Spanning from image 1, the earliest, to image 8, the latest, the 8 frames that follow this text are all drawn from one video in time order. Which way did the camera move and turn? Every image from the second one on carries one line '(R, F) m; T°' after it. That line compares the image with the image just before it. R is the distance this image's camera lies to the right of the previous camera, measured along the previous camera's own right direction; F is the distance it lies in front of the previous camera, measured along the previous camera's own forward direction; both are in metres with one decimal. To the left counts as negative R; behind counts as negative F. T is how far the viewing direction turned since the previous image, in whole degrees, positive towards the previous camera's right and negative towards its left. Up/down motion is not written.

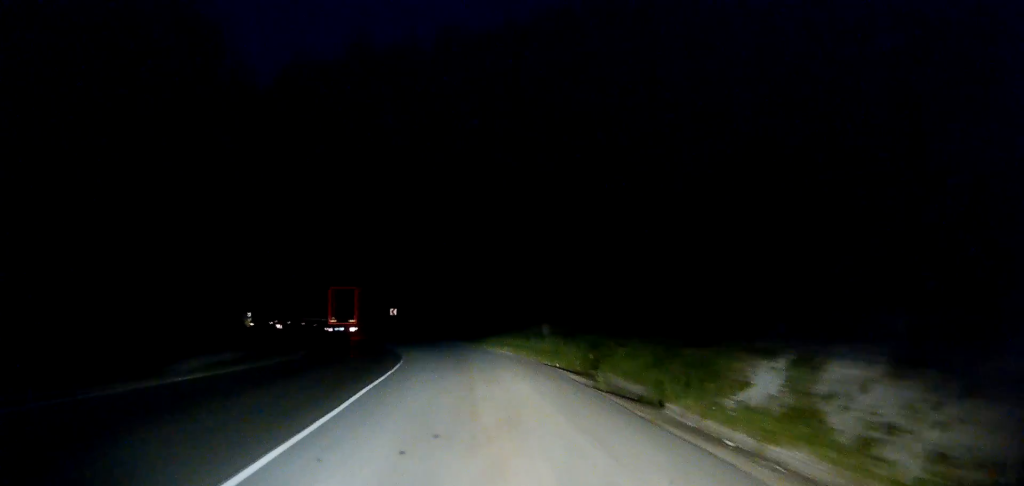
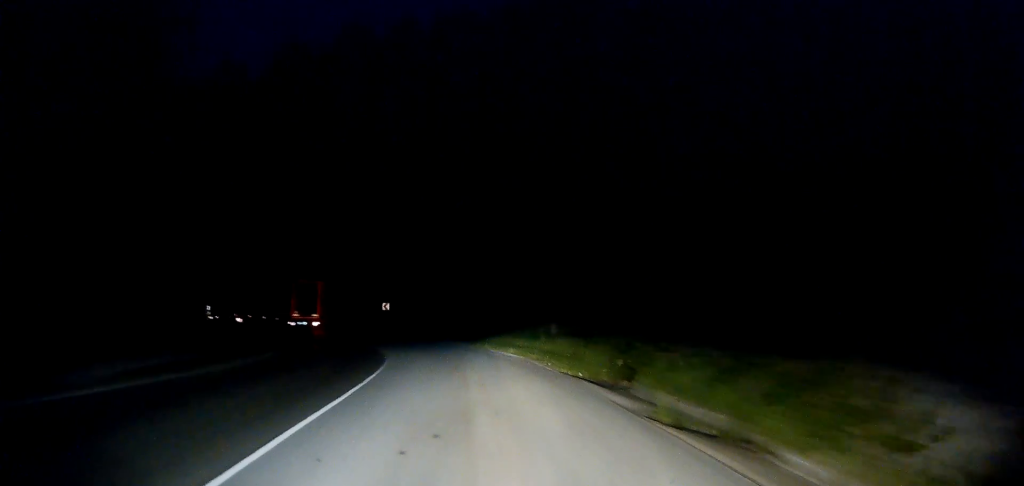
(0.0, +5.6) m; -1°
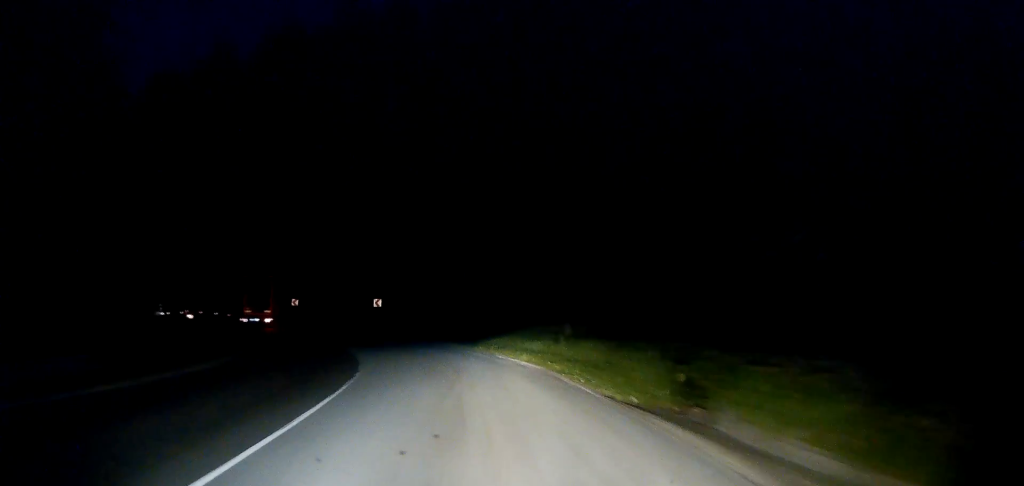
(0.0, +6.6) m; -1°
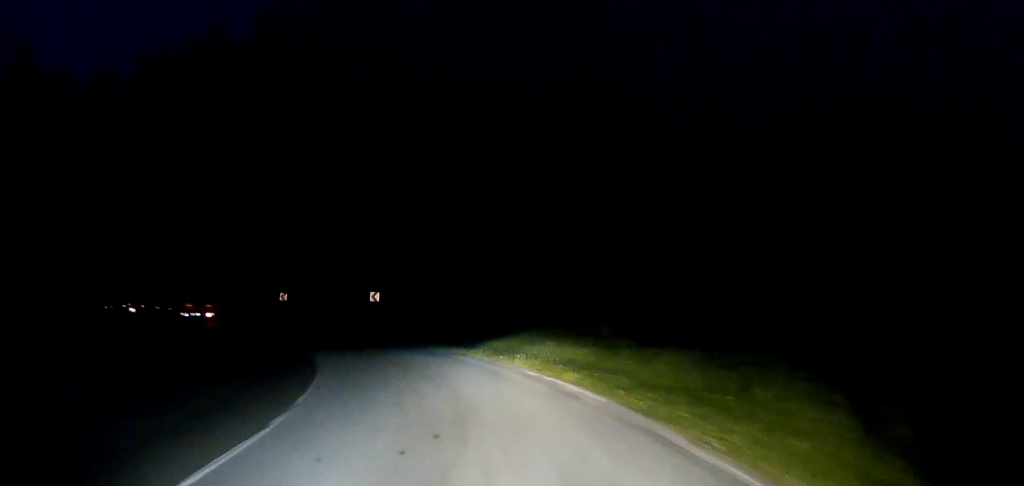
(0.0, +8.4) m; -3°
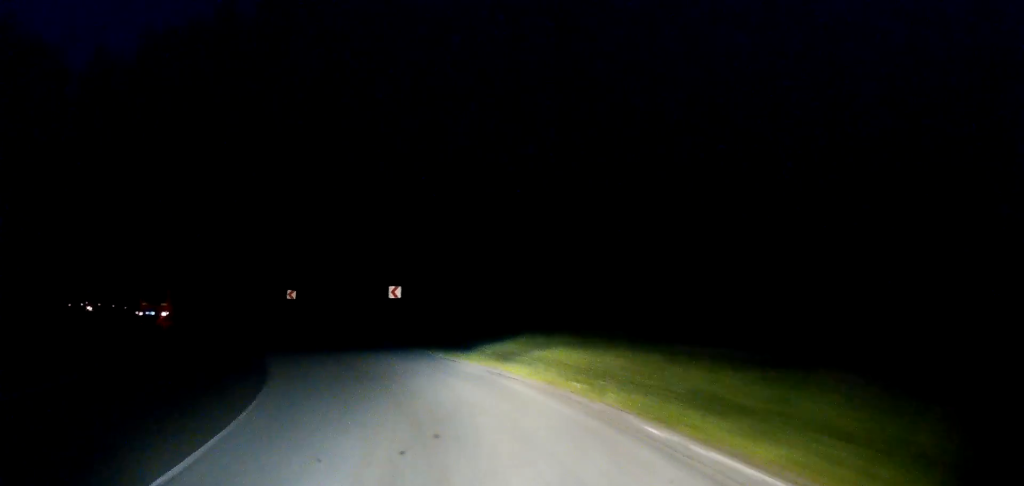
(-0.2, +9.0) m; -5°
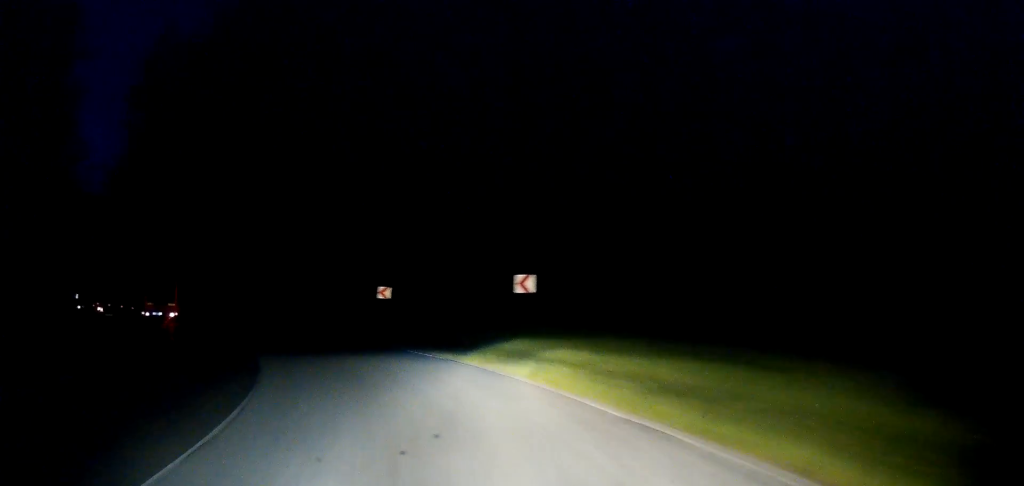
(-0.9, +11.6) m; -8°
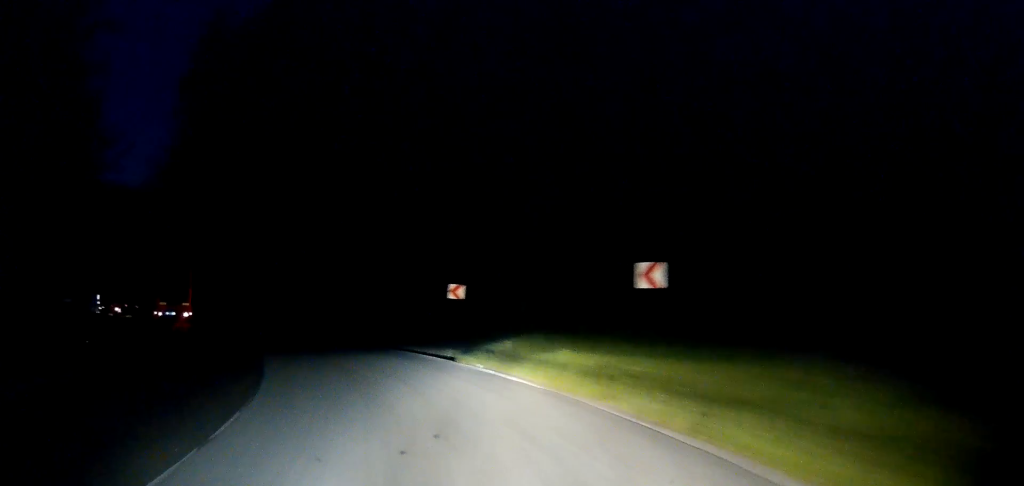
(-0.3, +6.4) m; -4°
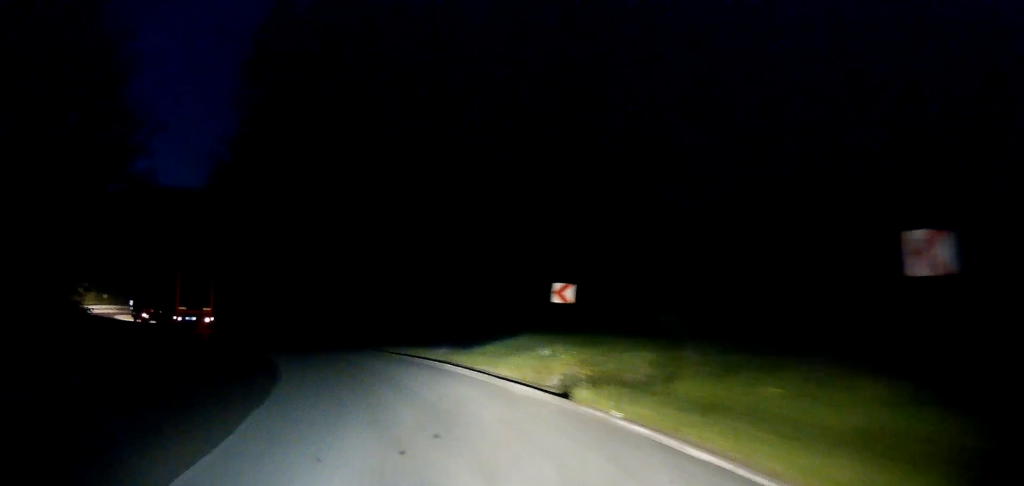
(-0.4, +7.2) m; -3°
